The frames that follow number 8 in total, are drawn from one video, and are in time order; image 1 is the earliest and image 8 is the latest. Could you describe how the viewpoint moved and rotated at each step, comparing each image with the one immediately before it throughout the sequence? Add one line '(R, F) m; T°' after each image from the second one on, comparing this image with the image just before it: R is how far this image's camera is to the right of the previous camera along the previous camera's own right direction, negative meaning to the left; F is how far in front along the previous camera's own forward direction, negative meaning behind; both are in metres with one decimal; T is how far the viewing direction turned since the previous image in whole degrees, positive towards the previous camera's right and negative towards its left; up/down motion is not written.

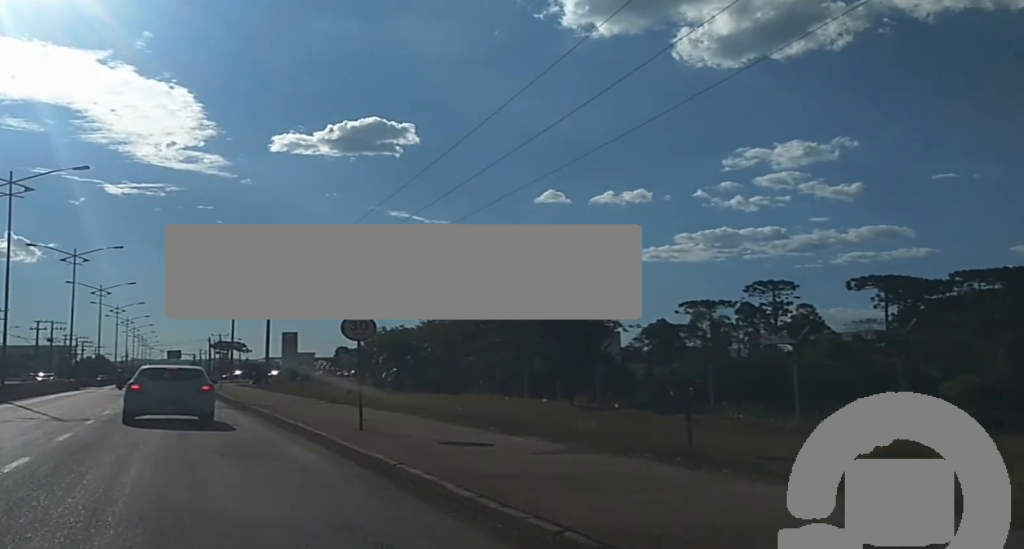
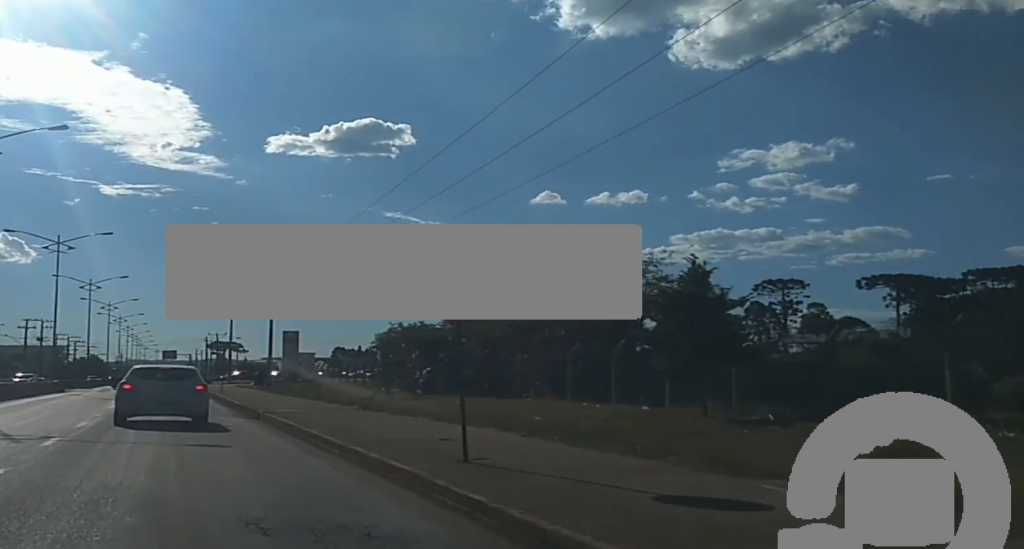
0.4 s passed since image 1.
(+0.1, +7.2) m; 0°
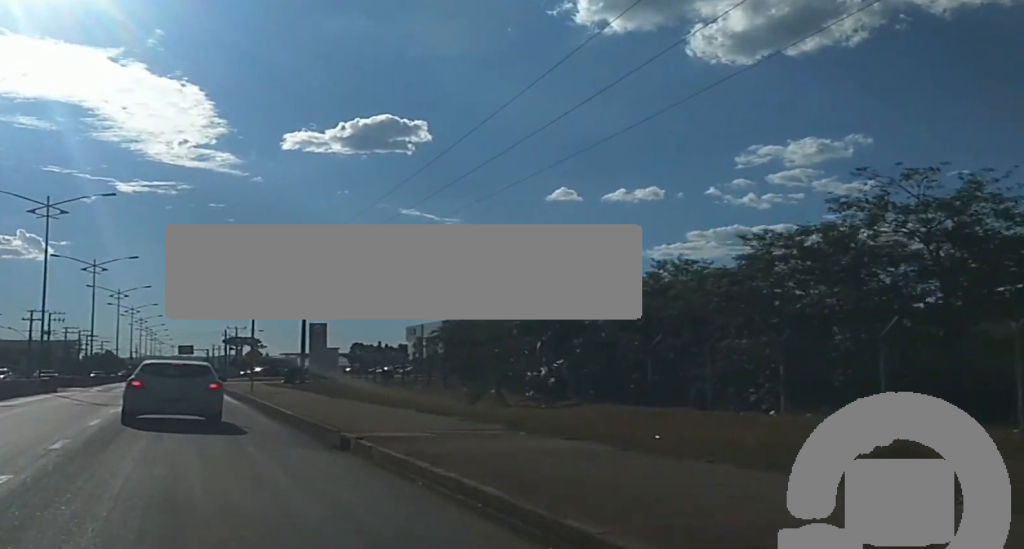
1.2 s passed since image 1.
(0.0, +12.9) m; 0°
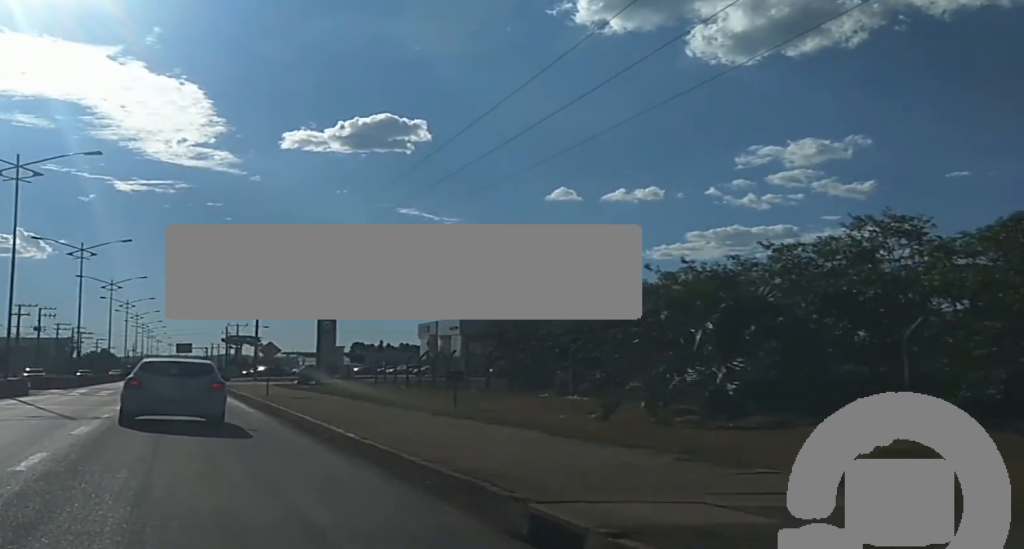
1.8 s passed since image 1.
(0.0, +9.4) m; 0°
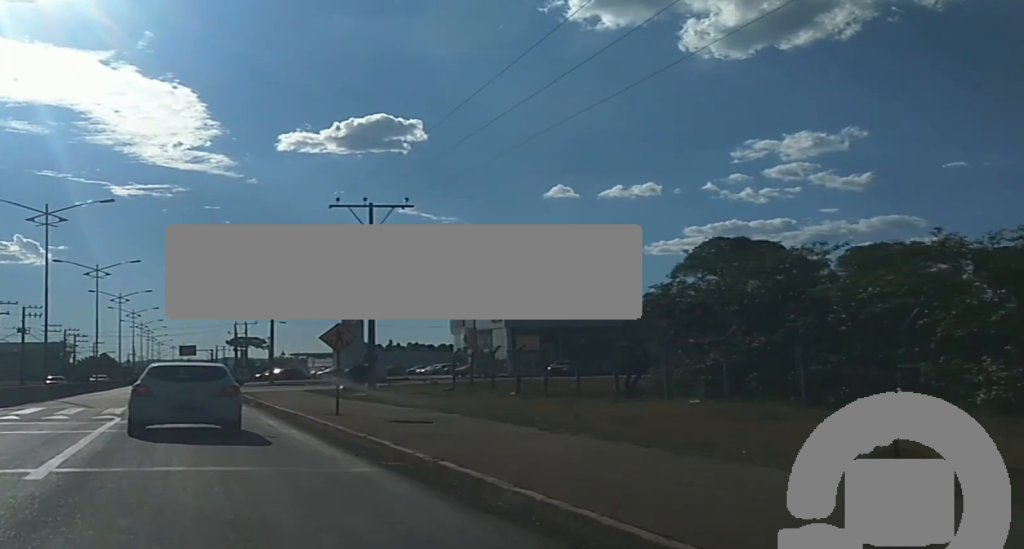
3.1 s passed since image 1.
(0.0, +18.5) m; 0°
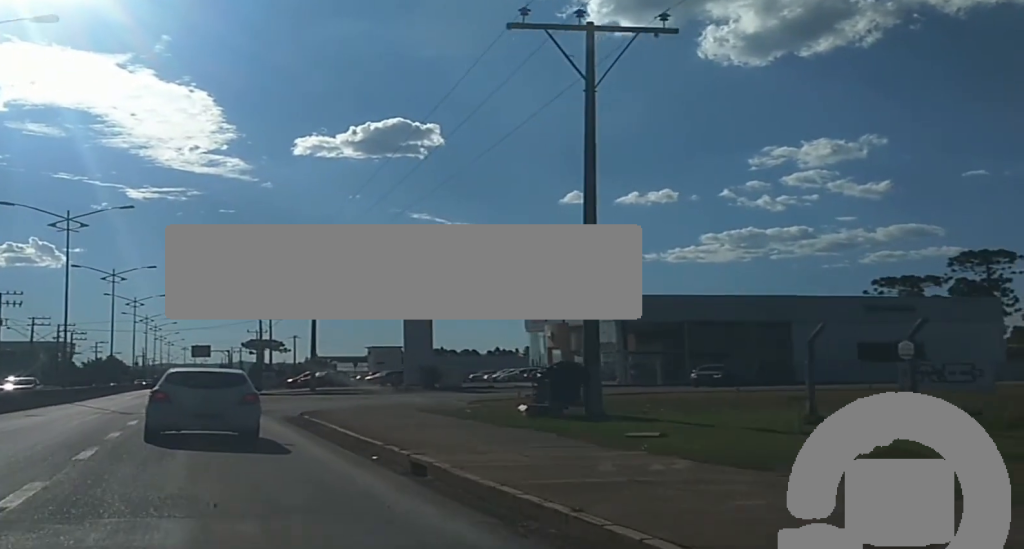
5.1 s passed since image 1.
(-0.1, +27.9) m; 0°
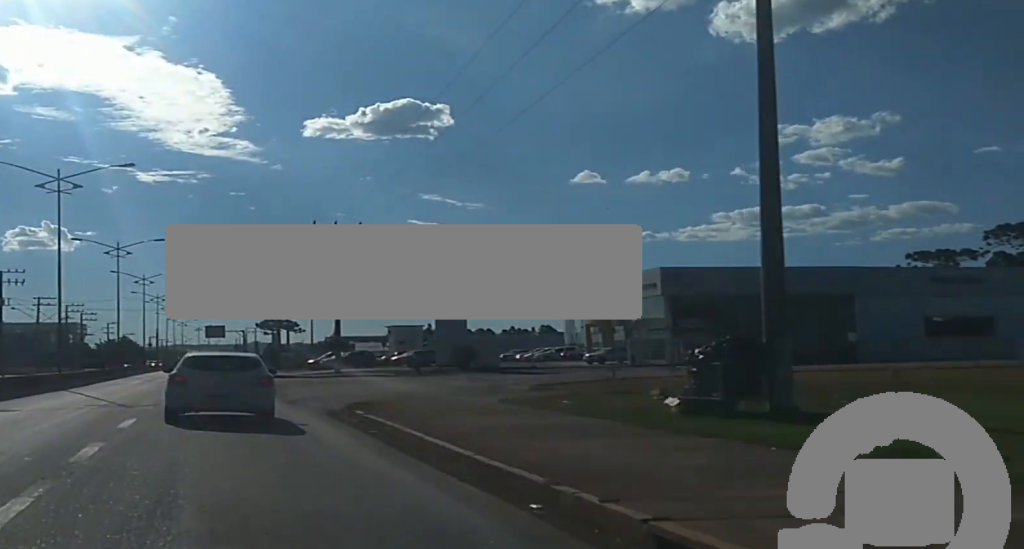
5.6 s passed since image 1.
(+0.1, +7.6) m; 0°
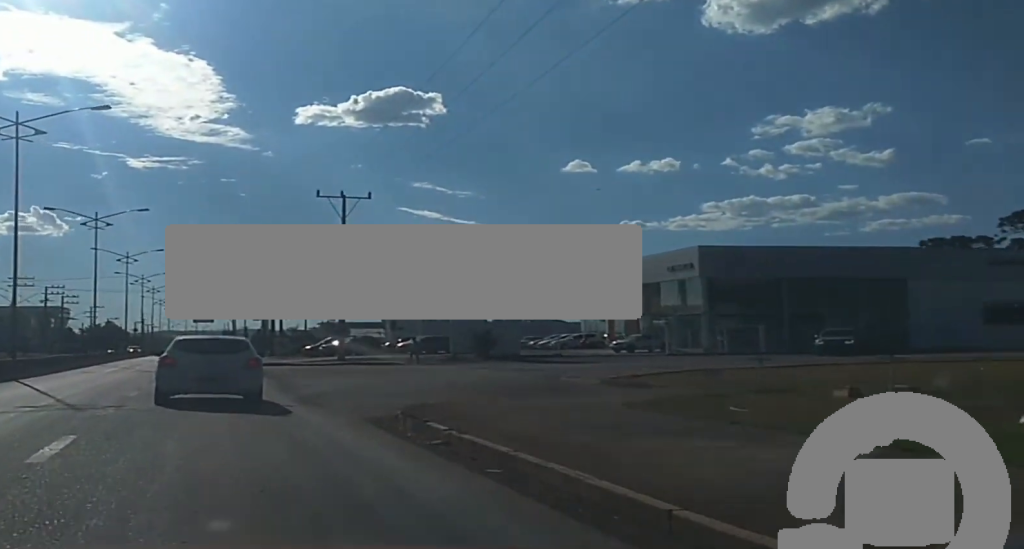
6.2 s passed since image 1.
(0.0, +8.1) m; 0°
